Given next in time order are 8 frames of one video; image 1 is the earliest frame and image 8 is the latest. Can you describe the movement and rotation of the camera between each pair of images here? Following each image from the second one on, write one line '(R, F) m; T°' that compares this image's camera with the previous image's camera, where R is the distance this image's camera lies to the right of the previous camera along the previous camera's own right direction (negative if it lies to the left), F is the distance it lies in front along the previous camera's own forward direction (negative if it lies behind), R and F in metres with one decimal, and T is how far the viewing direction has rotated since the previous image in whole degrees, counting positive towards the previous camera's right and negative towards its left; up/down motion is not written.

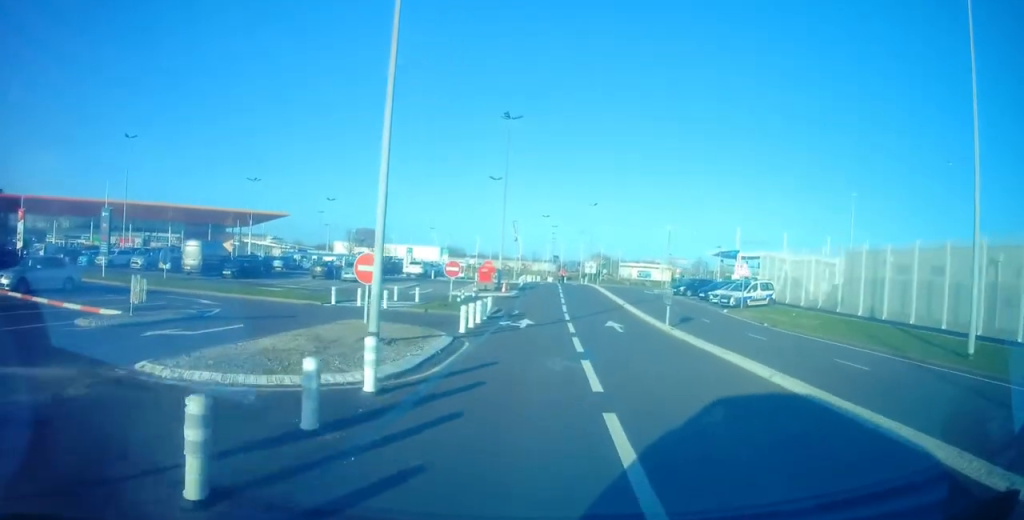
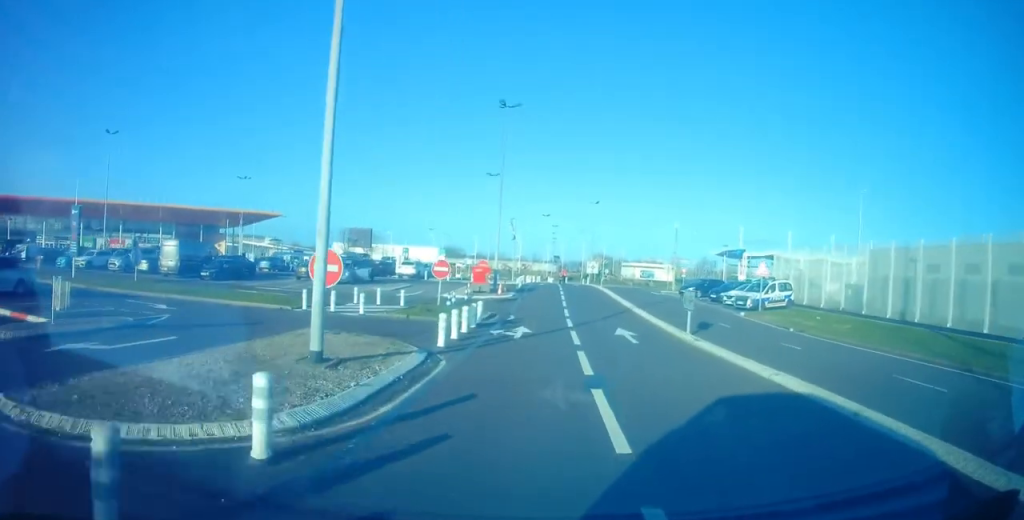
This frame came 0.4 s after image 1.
(0.0, +3.2) m; +1°
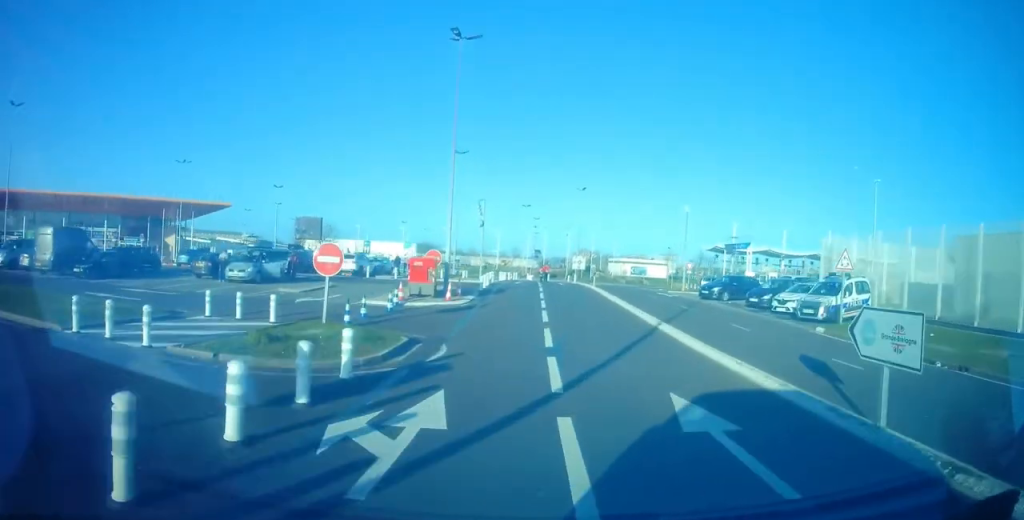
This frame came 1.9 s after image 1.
(+0.1, +11.1) m; 0°
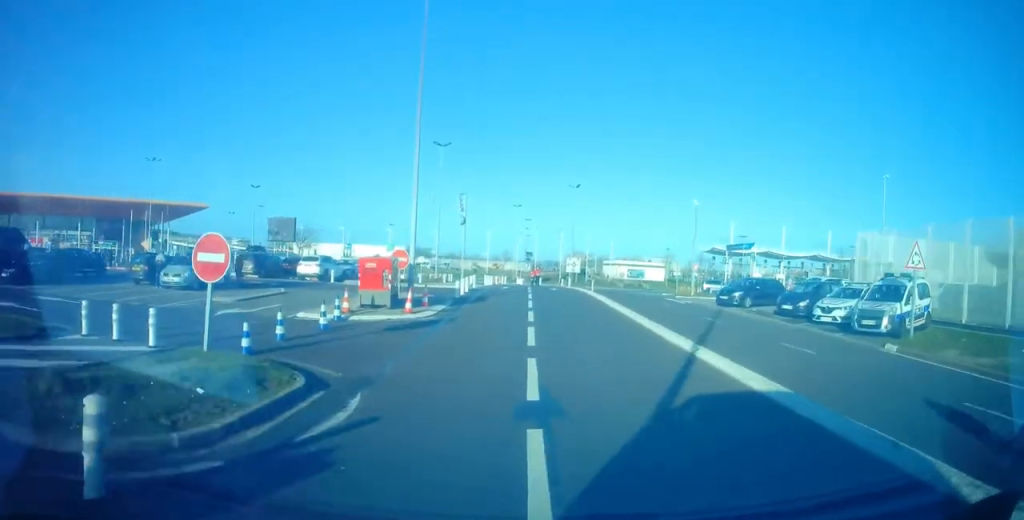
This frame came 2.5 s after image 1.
(-0.2, +5.0) m; +1°
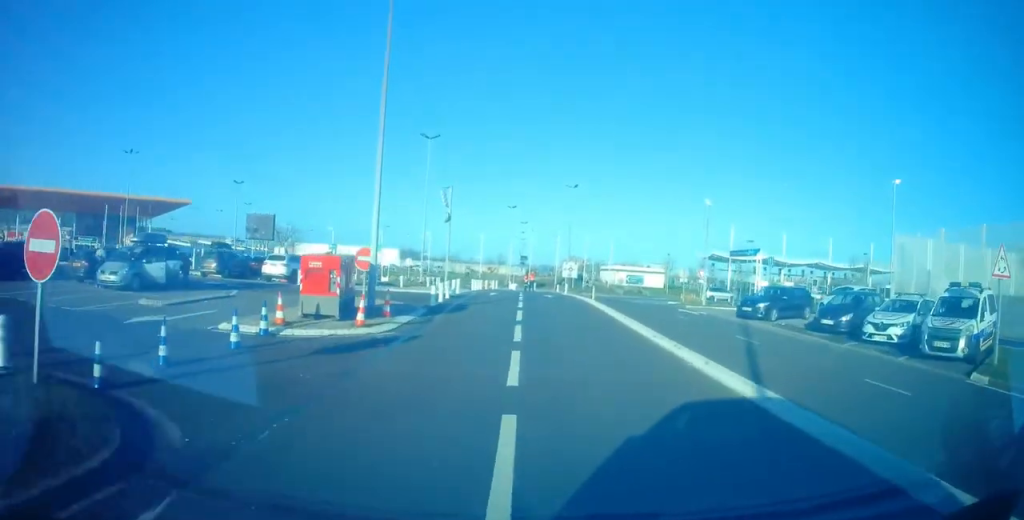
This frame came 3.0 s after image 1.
(+0.3, +4.0) m; 0°
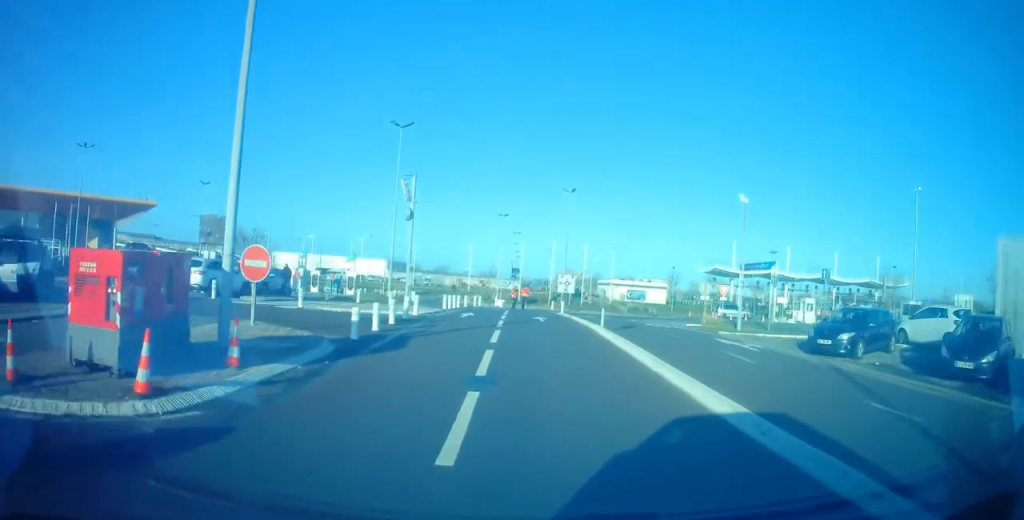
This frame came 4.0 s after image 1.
(0.0, +7.7) m; -1°
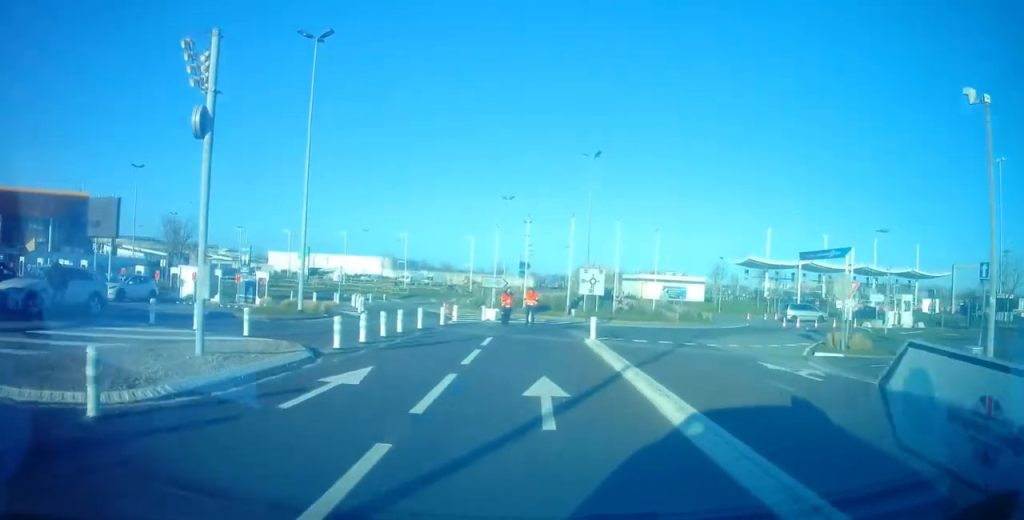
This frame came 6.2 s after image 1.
(+0.1, +17.1) m; 0°
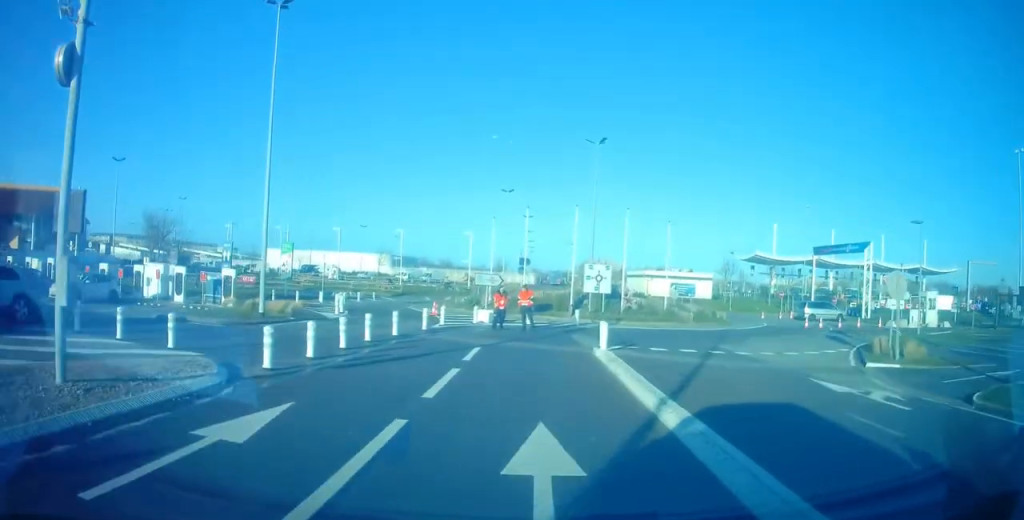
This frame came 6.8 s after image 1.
(-0.1, +3.7) m; -1°
